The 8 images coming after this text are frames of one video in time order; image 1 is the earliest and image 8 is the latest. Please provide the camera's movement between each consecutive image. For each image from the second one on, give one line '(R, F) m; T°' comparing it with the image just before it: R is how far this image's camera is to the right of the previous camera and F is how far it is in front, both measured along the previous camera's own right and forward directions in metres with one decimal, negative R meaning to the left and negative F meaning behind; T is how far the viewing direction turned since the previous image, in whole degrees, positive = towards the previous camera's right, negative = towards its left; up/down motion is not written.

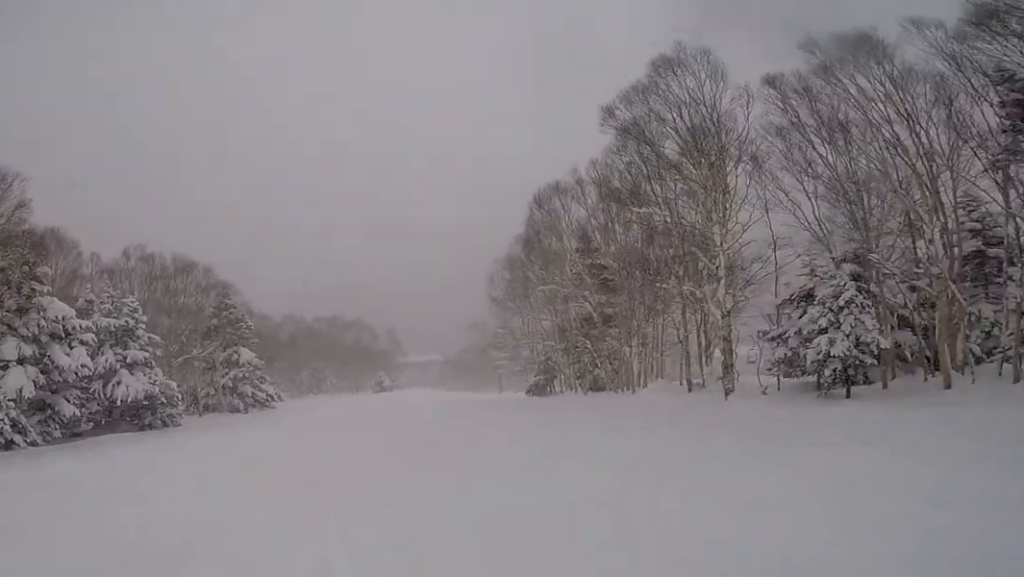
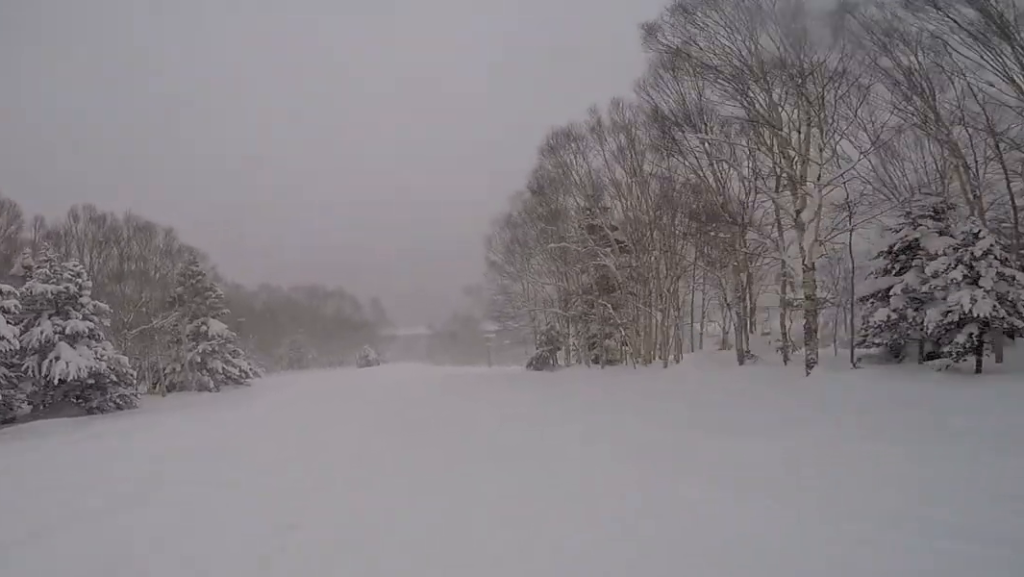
(-0.2, +4.4) m; -2°
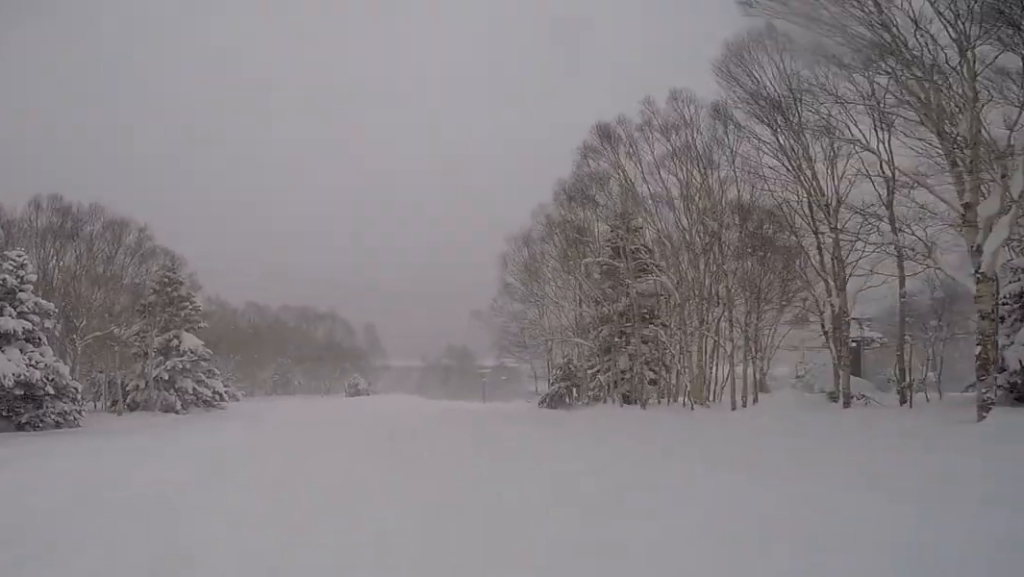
(+0.2, +4.7) m; 0°
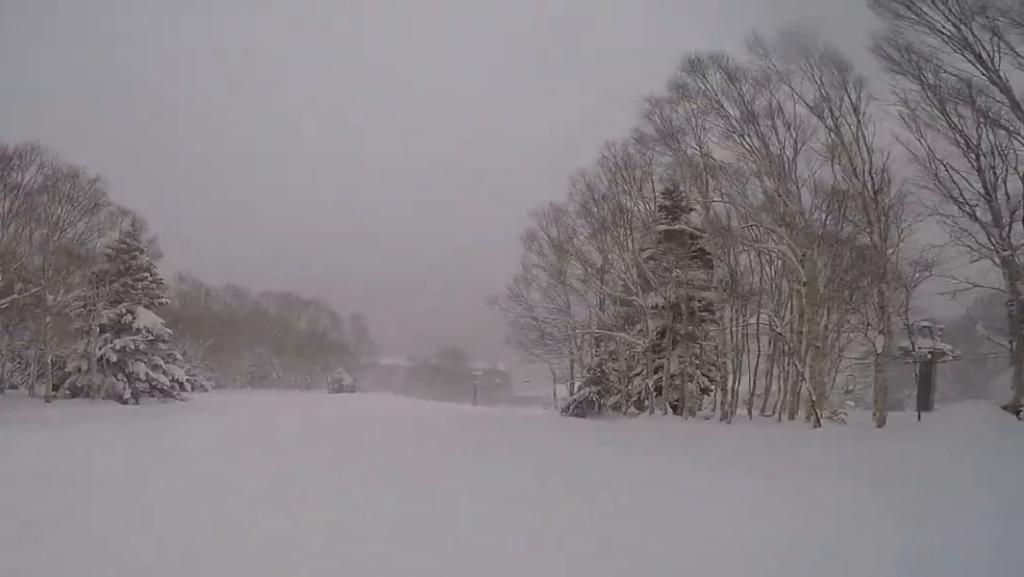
(-0.2, +6.1) m; +6°
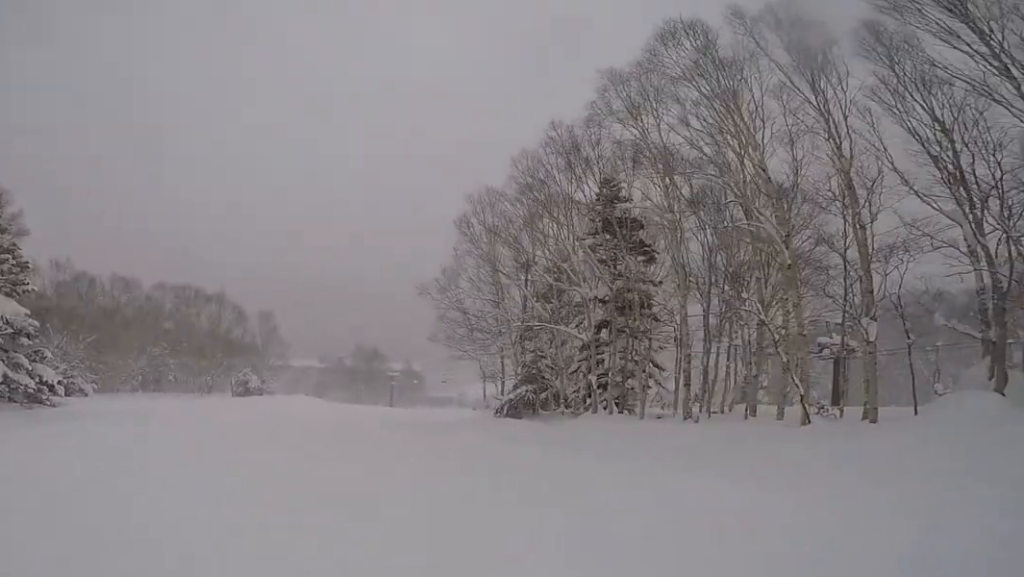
(-0.3, +3.3) m; +4°
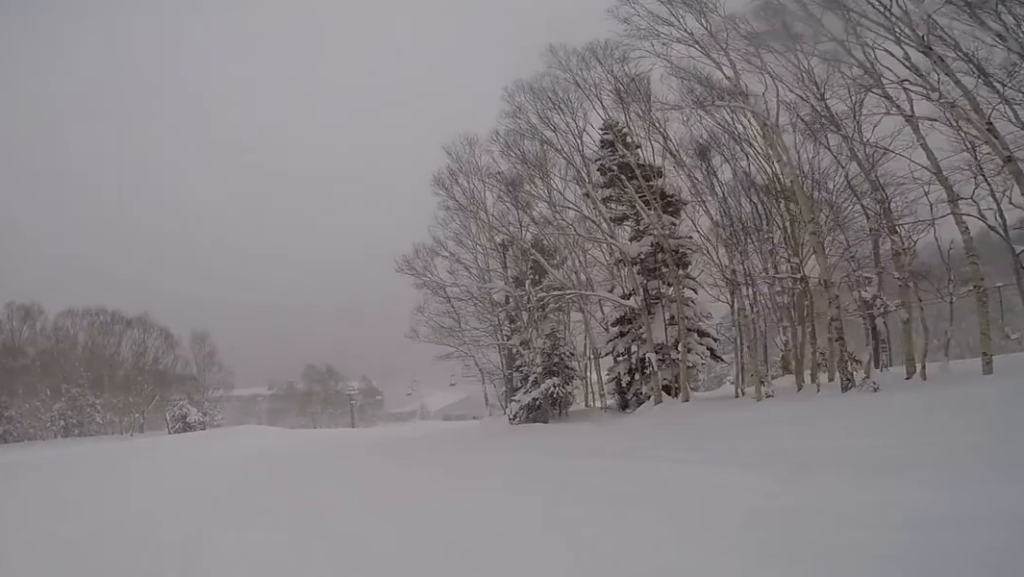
(+1.6, +6.9) m; 0°
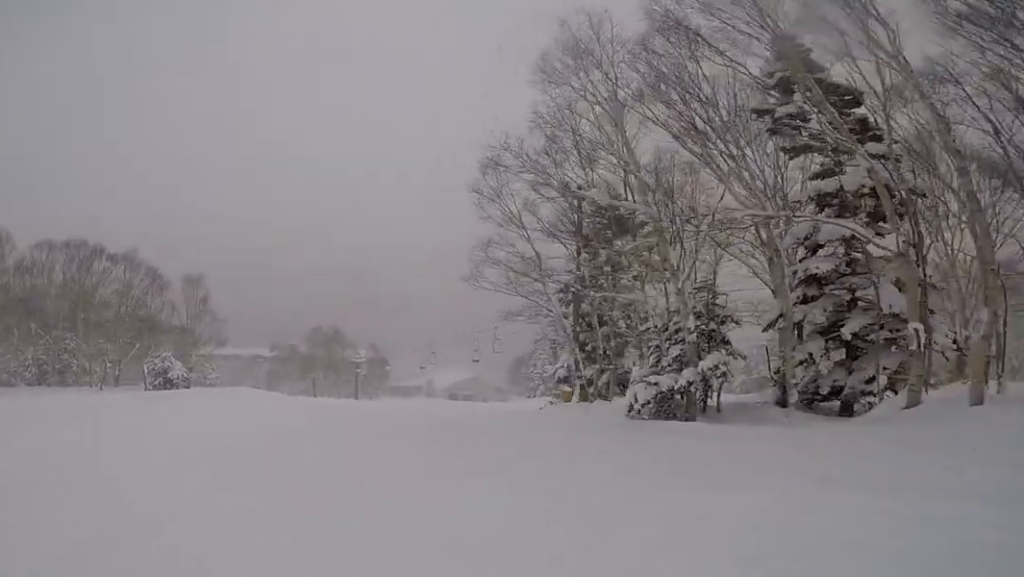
(-1.6, +7.5) m; 0°
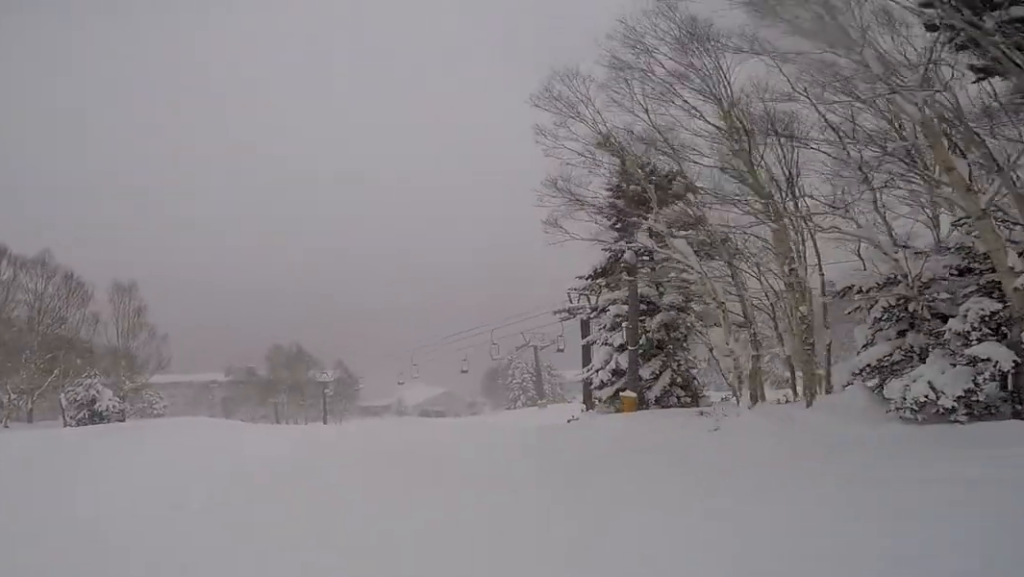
(+1.7, +7.5) m; +14°
